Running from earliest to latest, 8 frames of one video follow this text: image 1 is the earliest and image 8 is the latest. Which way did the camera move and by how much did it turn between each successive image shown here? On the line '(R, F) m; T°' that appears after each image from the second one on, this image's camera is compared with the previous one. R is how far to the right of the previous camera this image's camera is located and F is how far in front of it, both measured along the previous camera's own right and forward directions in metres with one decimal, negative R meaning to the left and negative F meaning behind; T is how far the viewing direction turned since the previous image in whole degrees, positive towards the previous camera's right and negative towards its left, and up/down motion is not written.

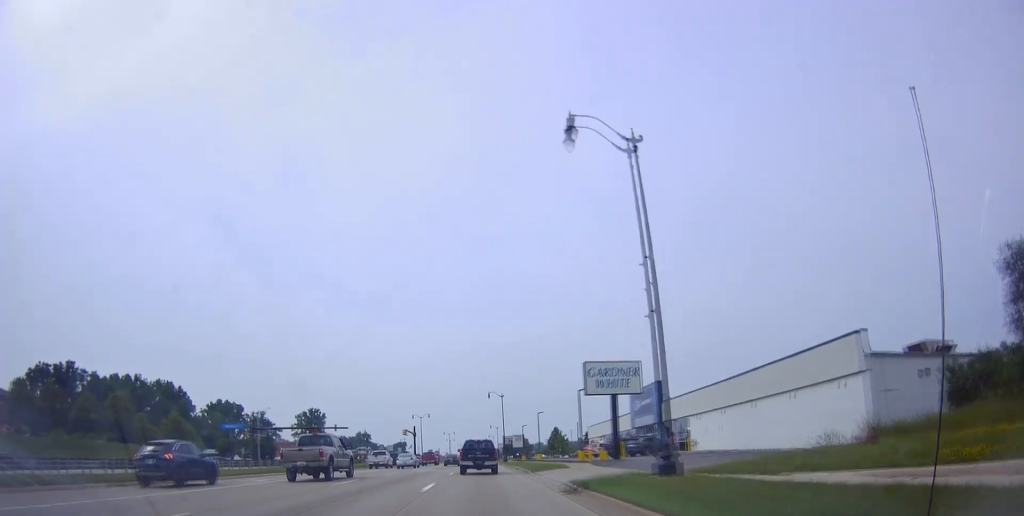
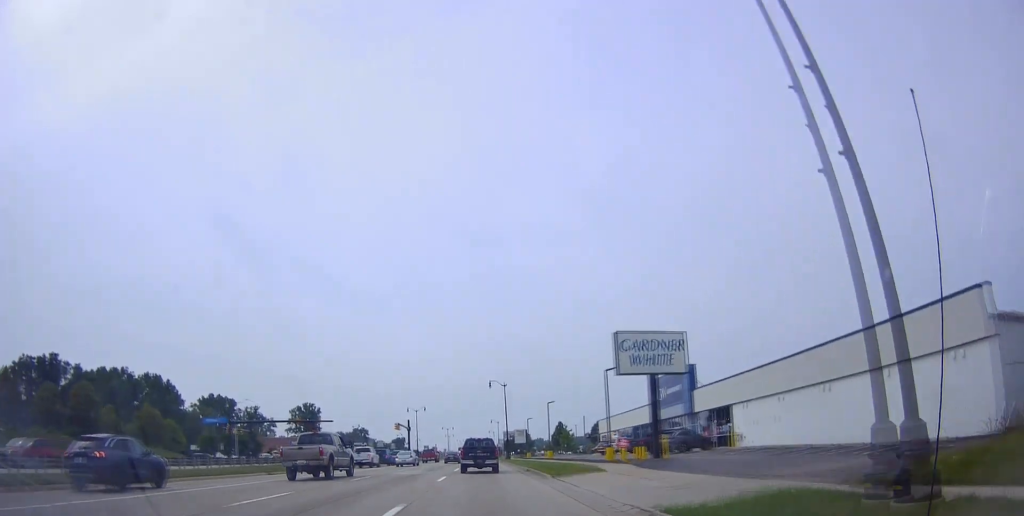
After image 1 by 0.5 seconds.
(+0.1, +9.9) m; +1°
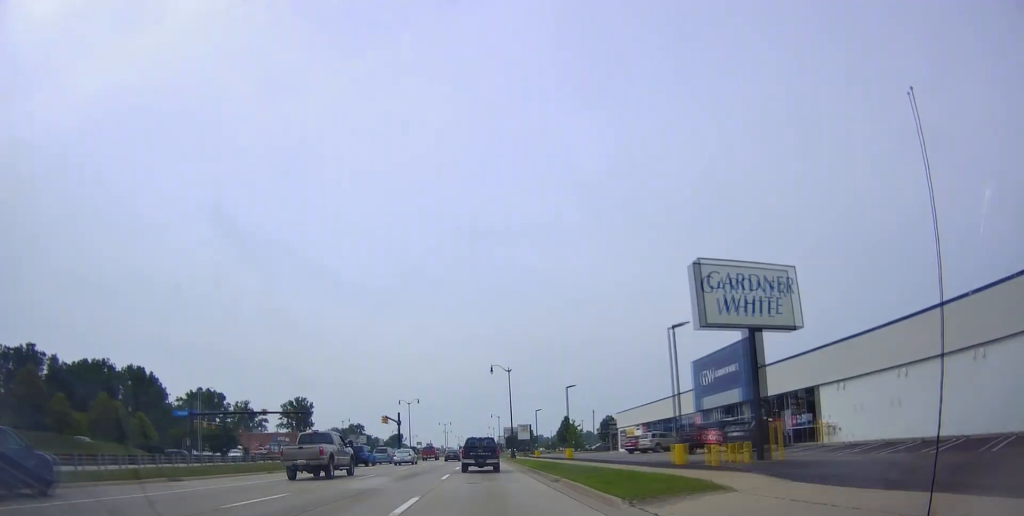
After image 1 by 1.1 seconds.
(0.0, +12.4) m; 0°
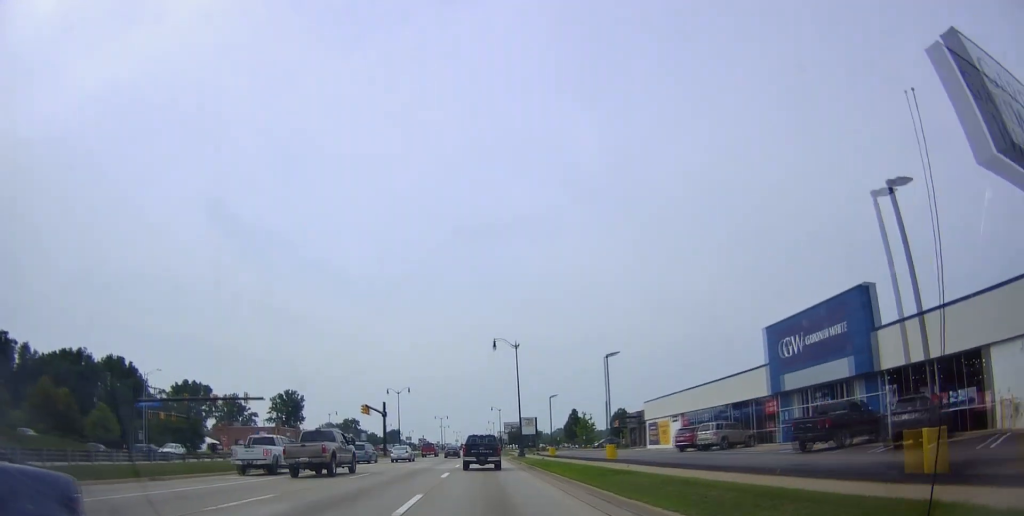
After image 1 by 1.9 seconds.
(0.0, +14.3) m; 0°
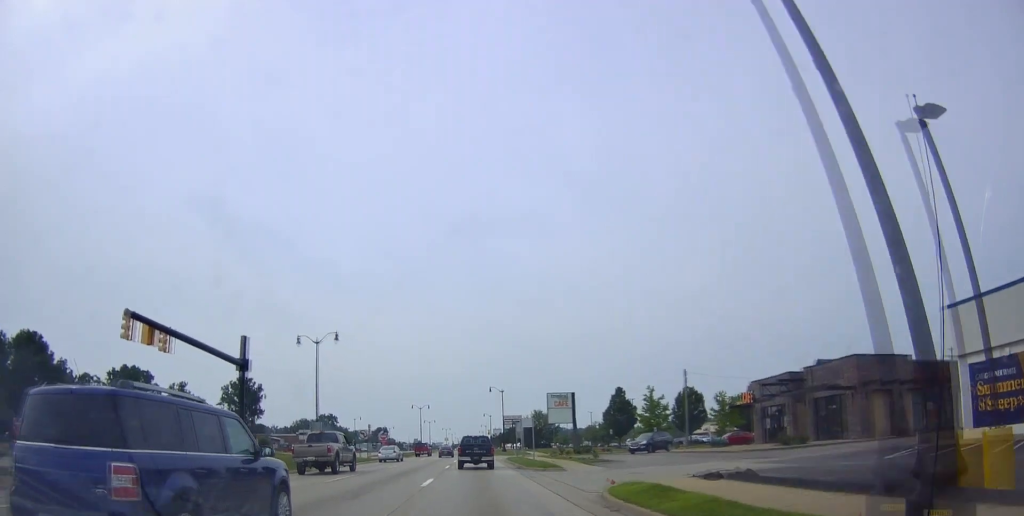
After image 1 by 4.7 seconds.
(-0.8, +49.1) m; -1°
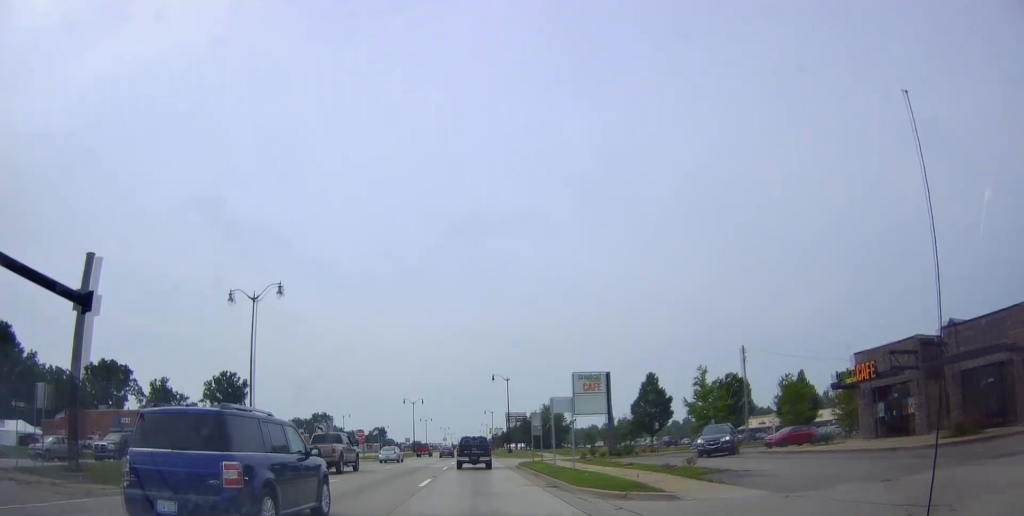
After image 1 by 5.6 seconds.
(+0.2, +16.0) m; +1°
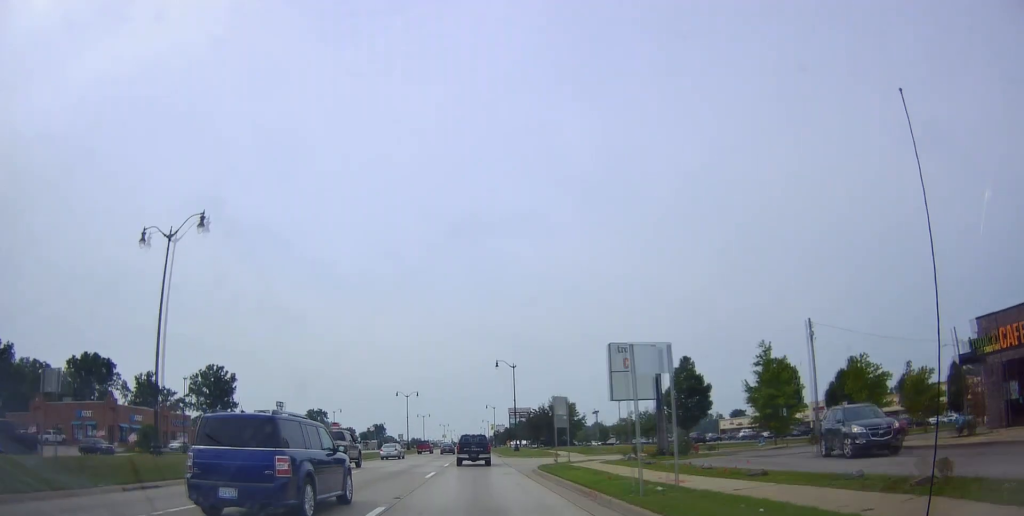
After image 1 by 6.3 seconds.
(0.0, +12.0) m; 0°
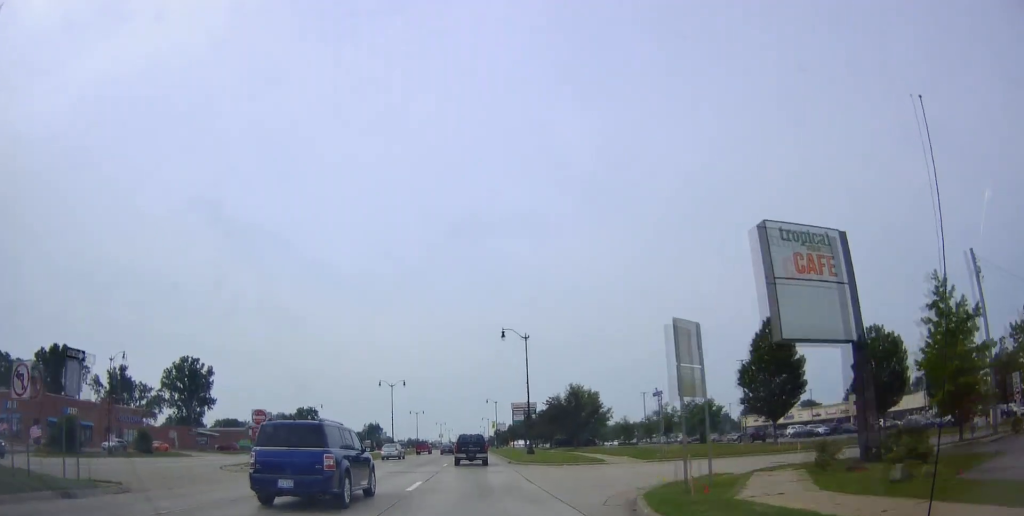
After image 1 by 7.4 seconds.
(0.0, +18.4) m; 0°
